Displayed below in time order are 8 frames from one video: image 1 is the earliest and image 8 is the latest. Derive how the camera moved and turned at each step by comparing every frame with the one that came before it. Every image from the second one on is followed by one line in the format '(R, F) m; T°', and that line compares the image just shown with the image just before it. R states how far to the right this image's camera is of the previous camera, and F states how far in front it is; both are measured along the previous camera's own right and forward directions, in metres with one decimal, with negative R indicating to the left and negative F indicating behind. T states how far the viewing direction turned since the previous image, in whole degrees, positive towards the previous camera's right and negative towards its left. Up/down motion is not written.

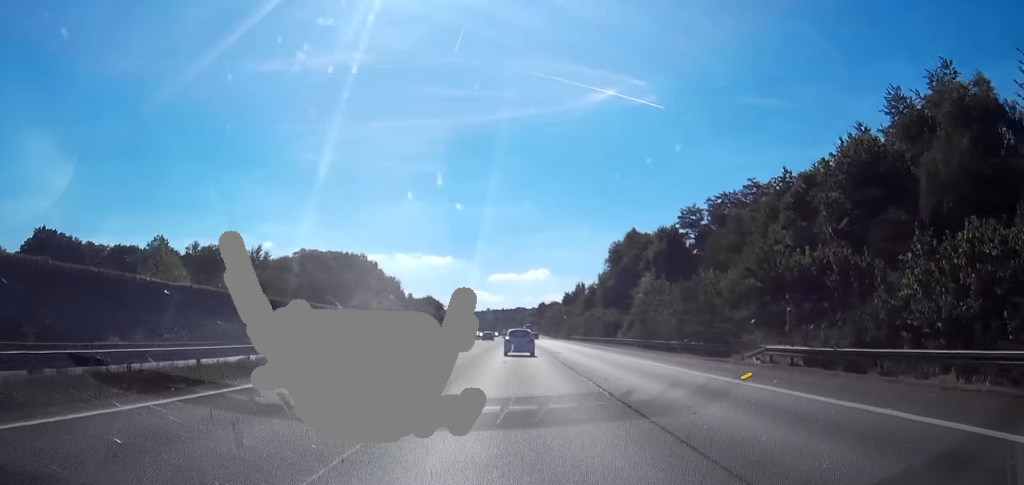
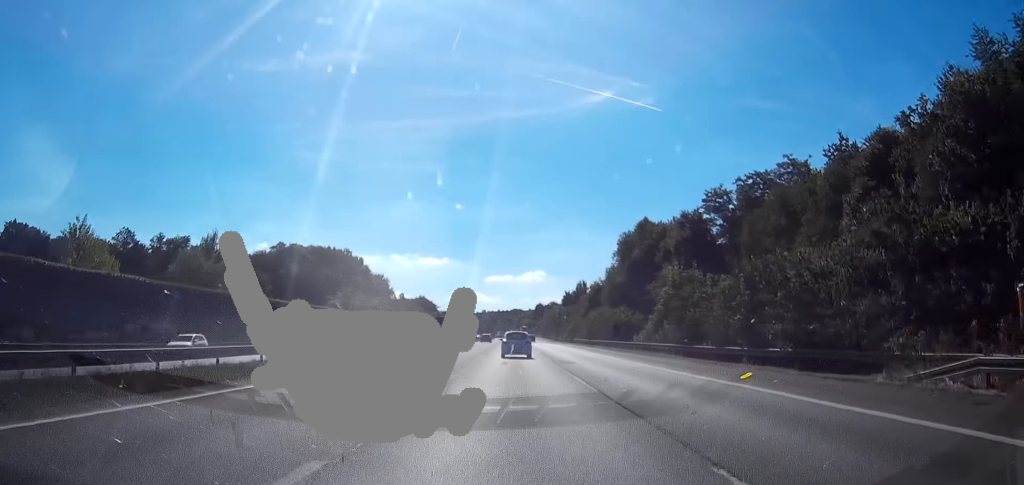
(0.0, +14.1) m; 0°
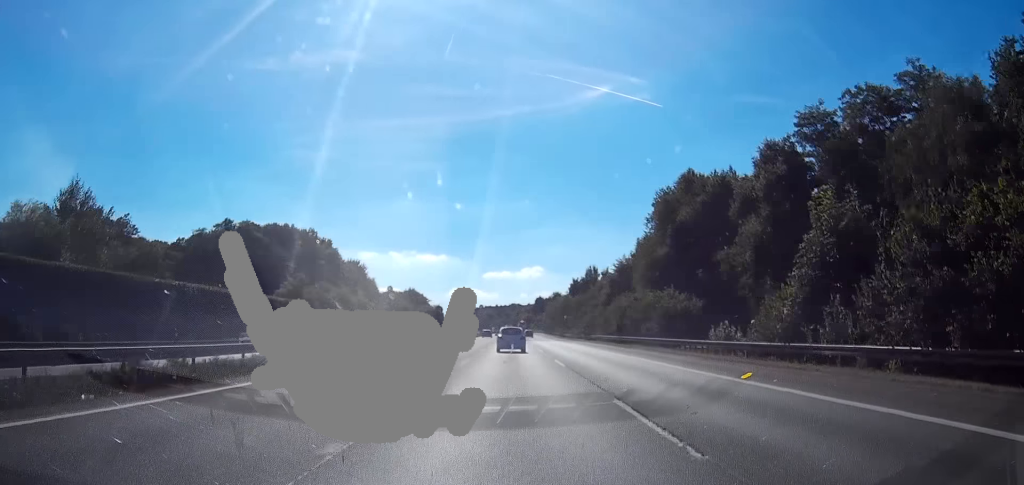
(0.0, +29.2) m; 0°
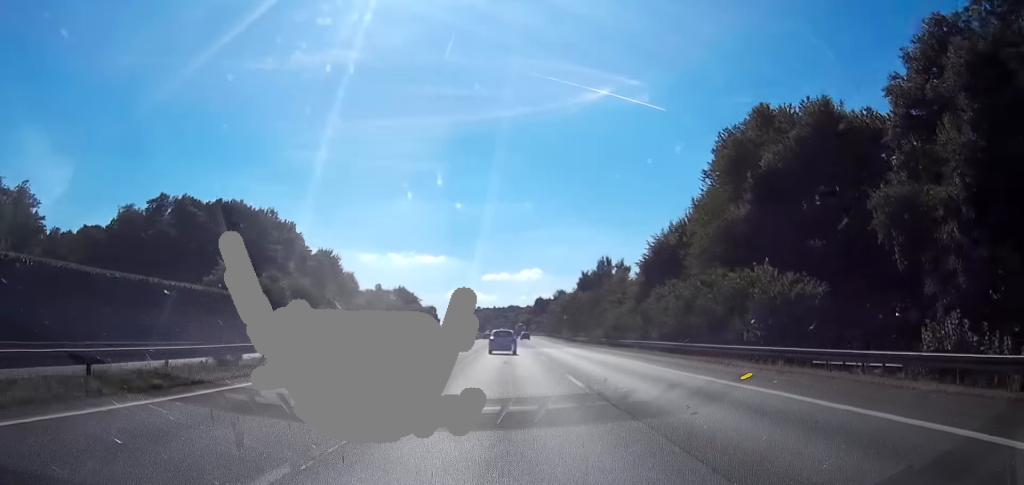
(-0.1, +25.2) m; 0°
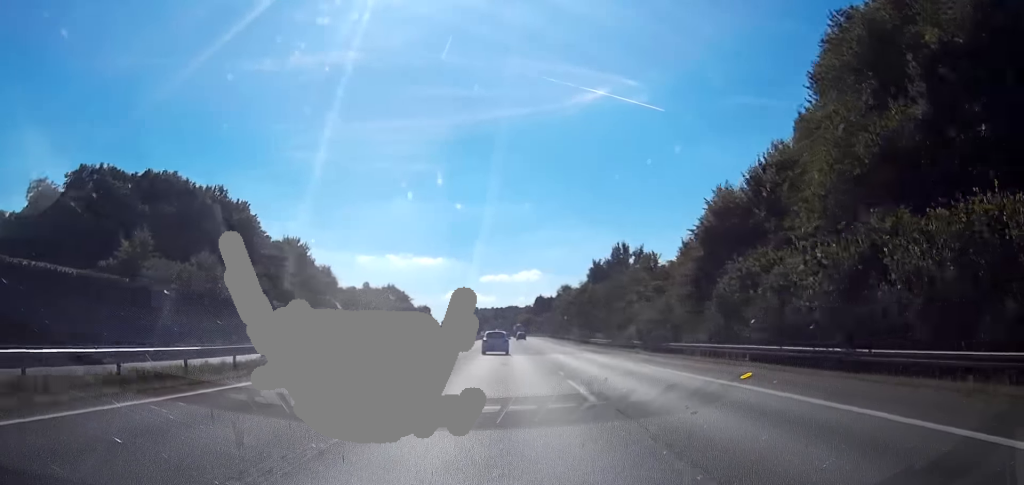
(+0.1, +22.1) m; 0°
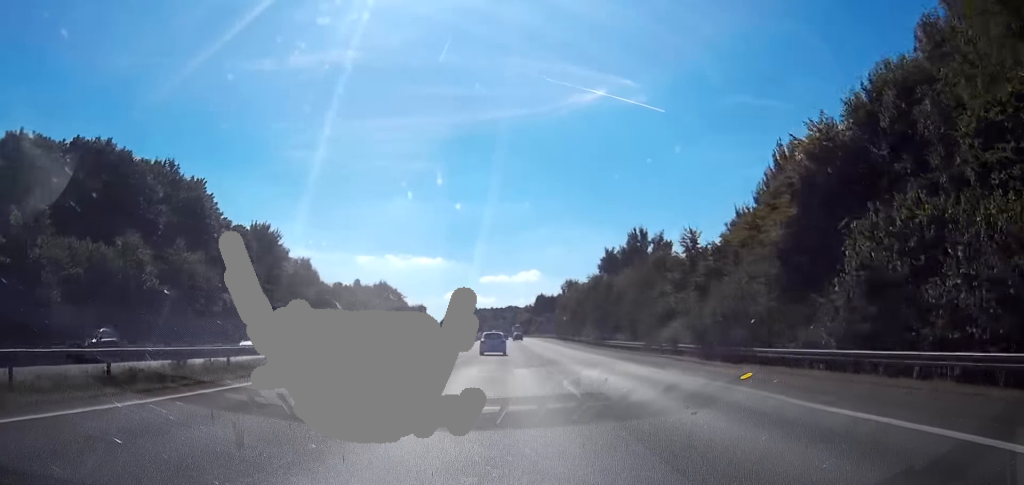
(-0.1, +16.1) m; 0°
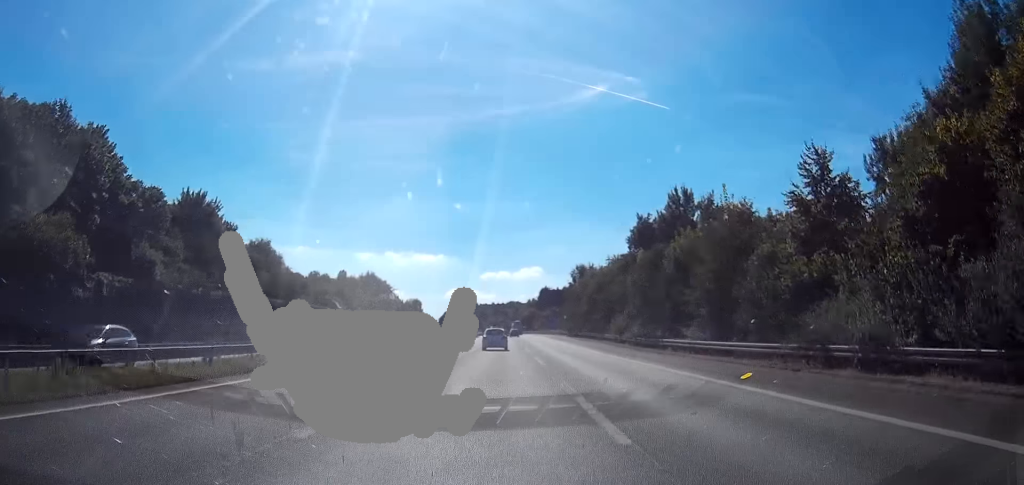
(-0.1, +25.1) m; 0°
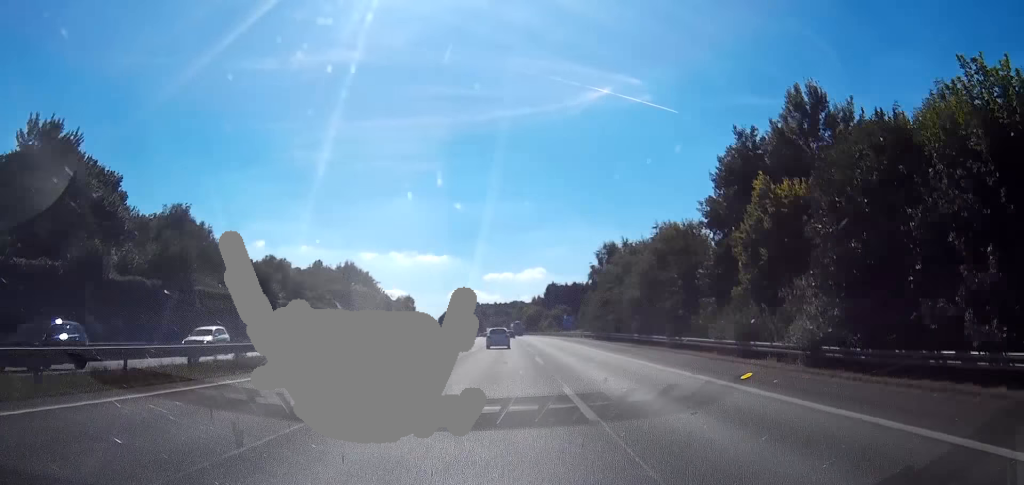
(0.0, +33.1) m; 0°
